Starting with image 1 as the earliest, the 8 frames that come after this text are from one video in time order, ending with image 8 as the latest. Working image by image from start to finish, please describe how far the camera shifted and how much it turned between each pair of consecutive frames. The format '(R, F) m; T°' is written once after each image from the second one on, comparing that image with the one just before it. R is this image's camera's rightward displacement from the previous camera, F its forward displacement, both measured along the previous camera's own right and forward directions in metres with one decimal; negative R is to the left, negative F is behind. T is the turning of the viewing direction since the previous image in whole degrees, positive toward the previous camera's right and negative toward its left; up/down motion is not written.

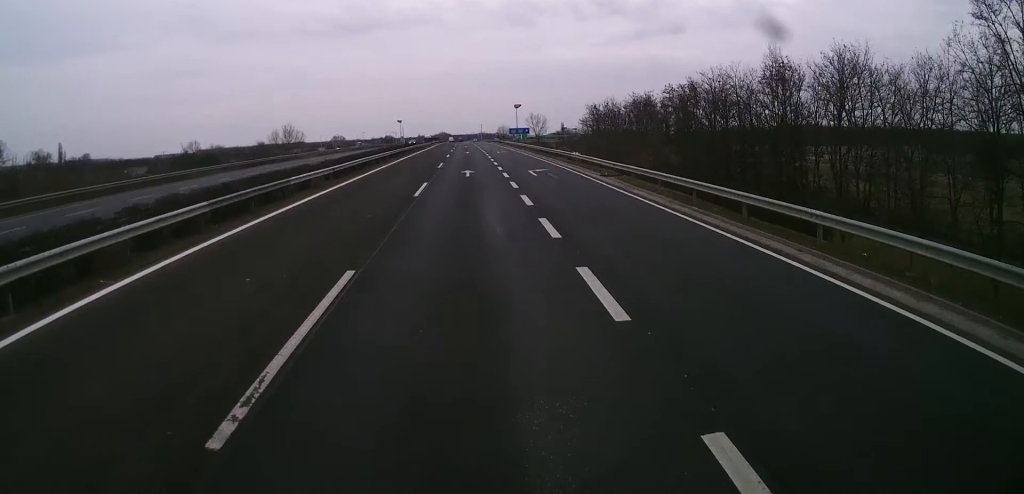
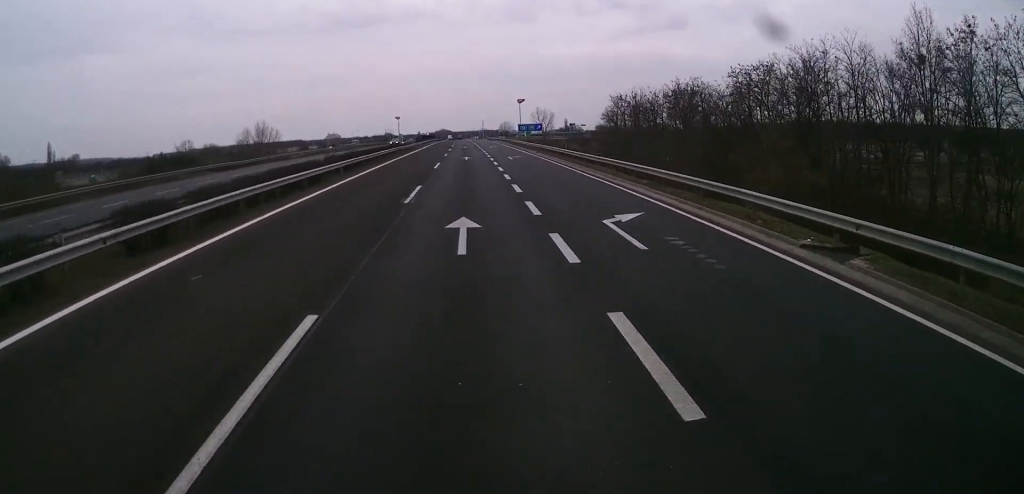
(-0.1, +20.4) m; 0°
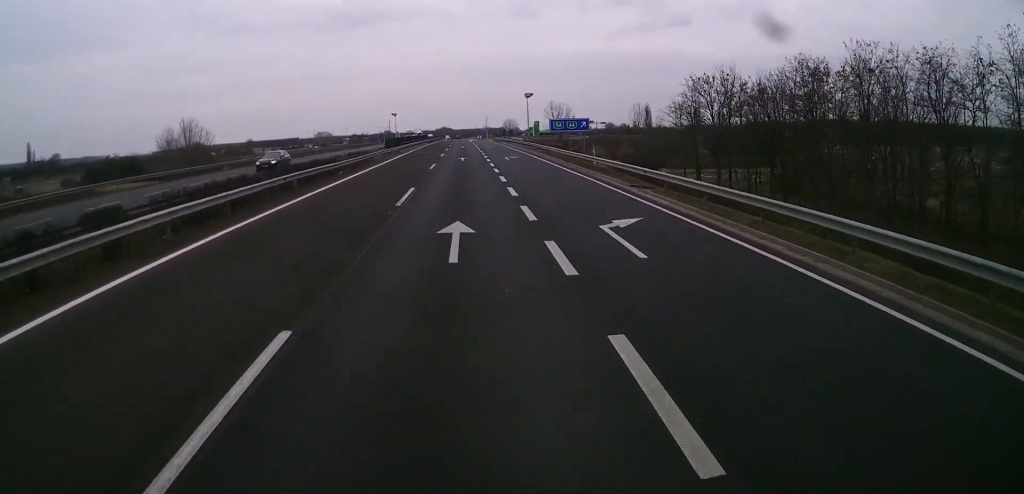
(+0.8, +36.4) m; +1°
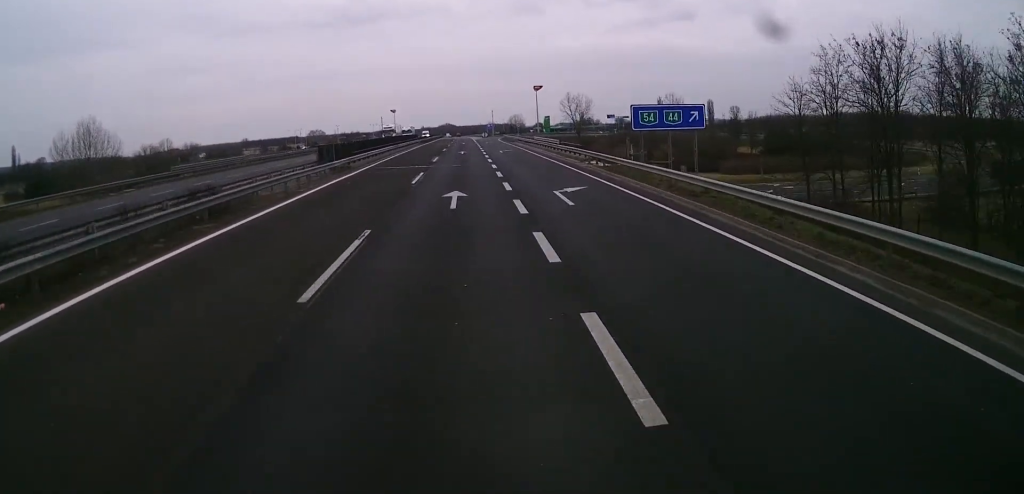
(-1.0, +28.9) m; -3°
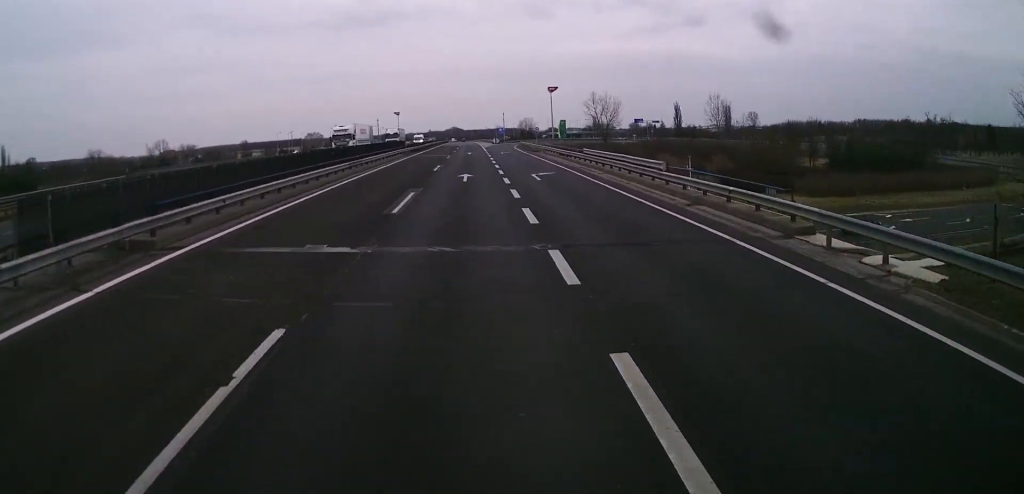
(-0.1, +25.2) m; 0°
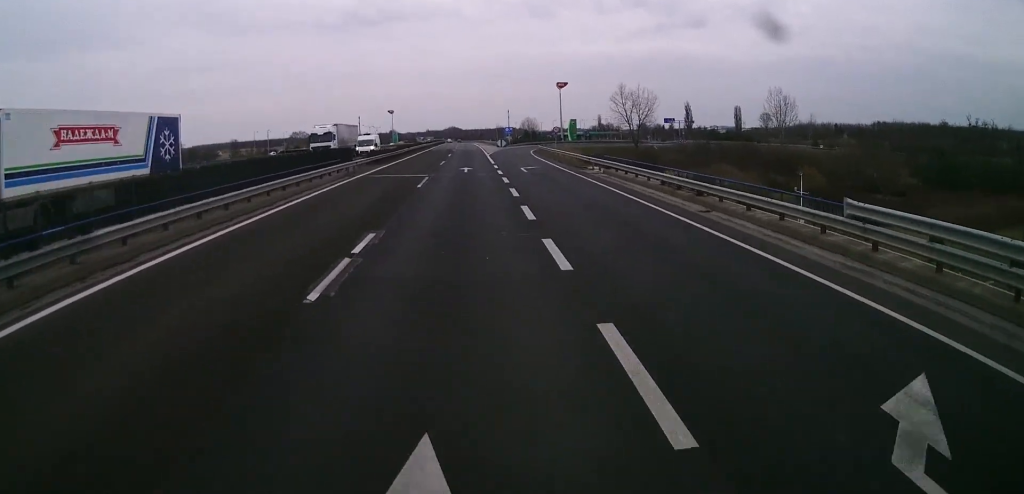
(+0.3, +29.1) m; 0°
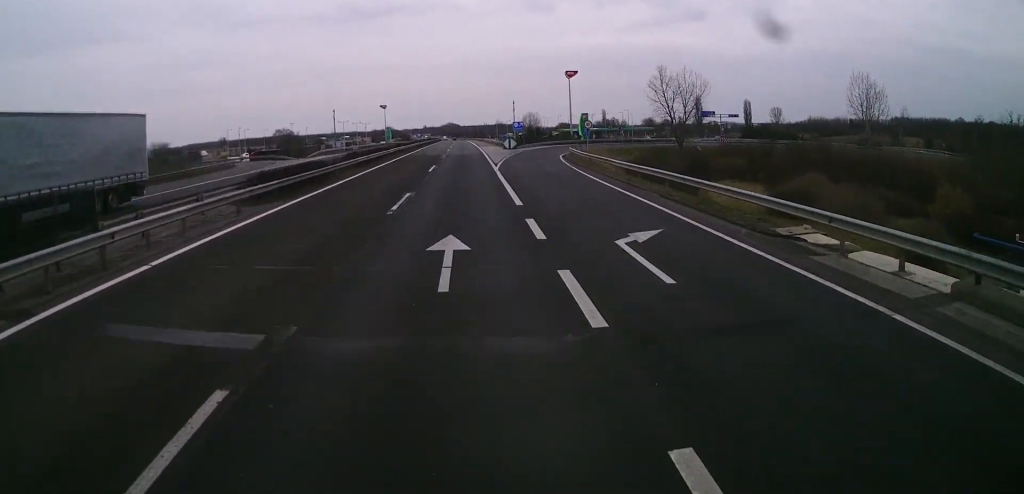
(-0.3, +26.8) m; -1°
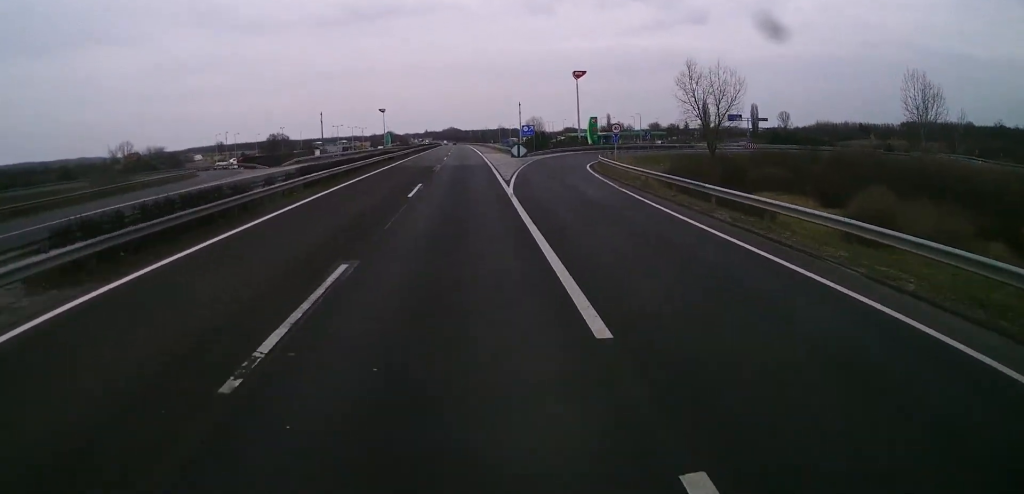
(0.0, +12.3) m; 0°
